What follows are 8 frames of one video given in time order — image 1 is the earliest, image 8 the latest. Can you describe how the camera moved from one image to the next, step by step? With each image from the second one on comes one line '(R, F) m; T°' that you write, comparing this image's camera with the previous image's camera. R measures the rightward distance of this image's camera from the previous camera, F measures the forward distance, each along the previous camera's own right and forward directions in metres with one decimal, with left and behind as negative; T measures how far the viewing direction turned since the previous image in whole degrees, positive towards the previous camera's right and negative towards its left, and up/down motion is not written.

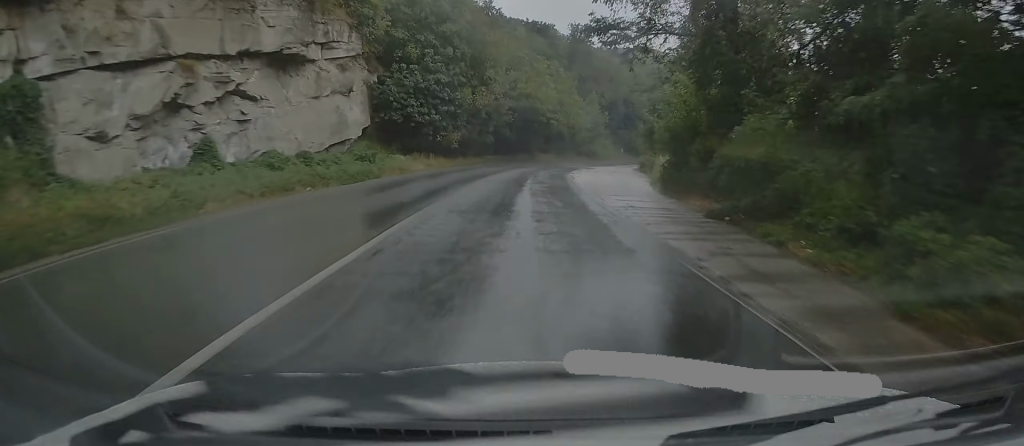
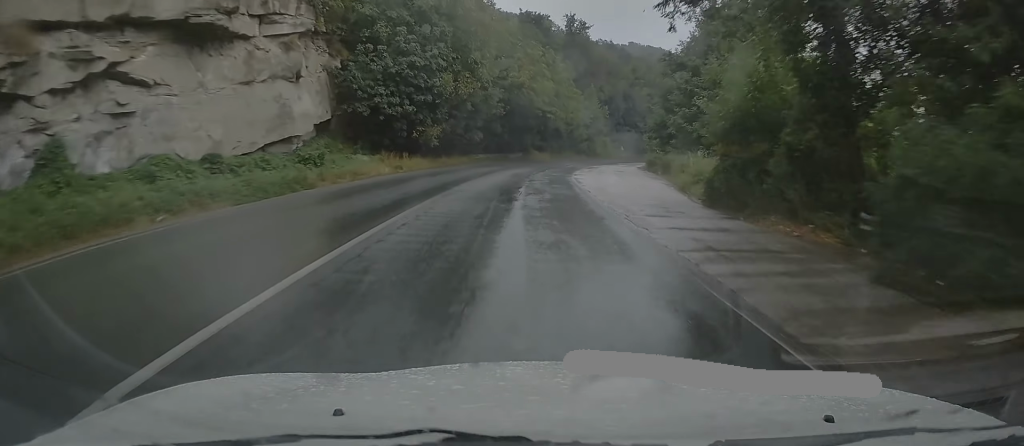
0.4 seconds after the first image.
(0.0, +9.6) m; 0°
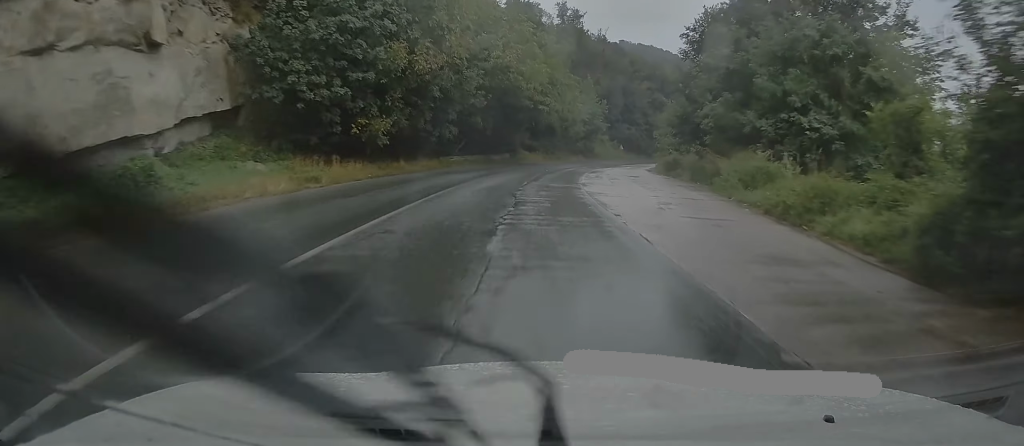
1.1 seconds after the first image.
(0.0, +14.0) m; +1°
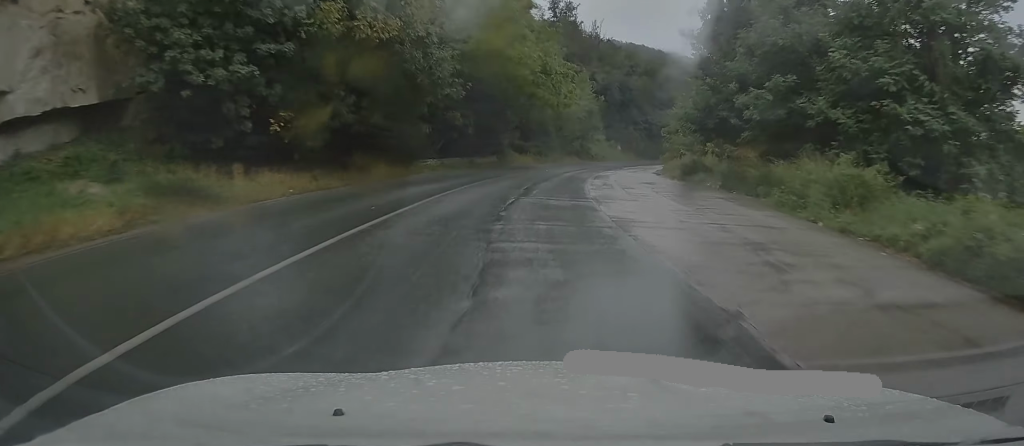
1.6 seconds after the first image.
(+0.1, +9.5) m; +1°
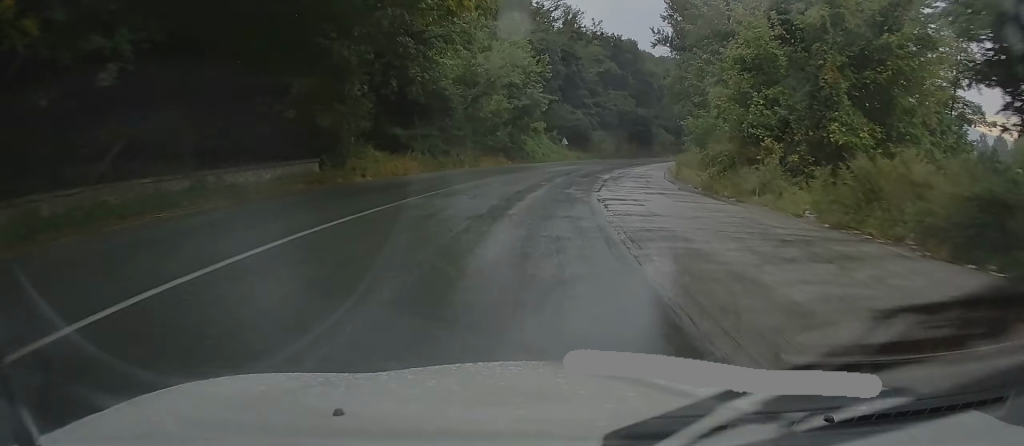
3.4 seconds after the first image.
(+1.7, +35.3) m; +8°
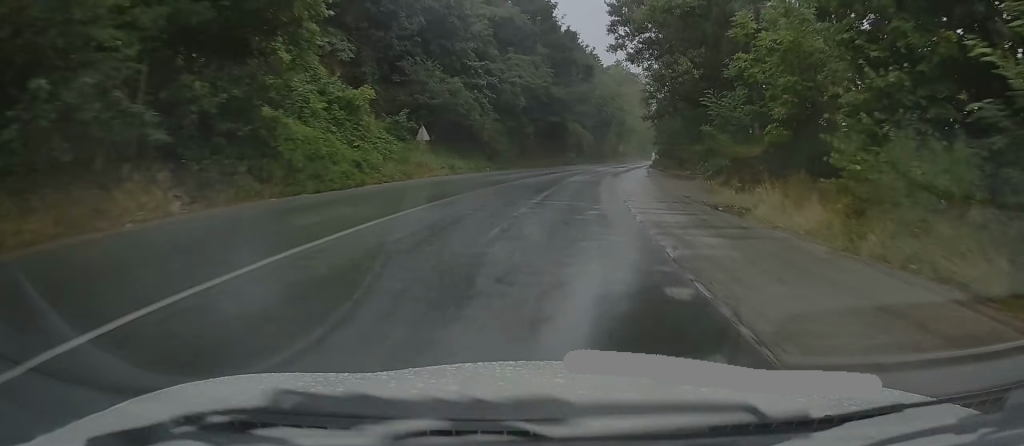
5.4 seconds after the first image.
(+3.6, +37.3) m; +11°
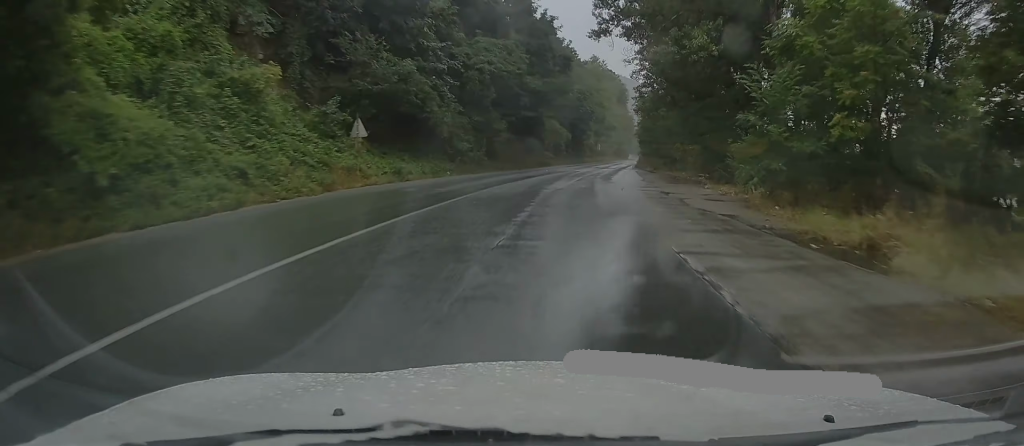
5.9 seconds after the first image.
(+0.4, +8.0) m; +2°
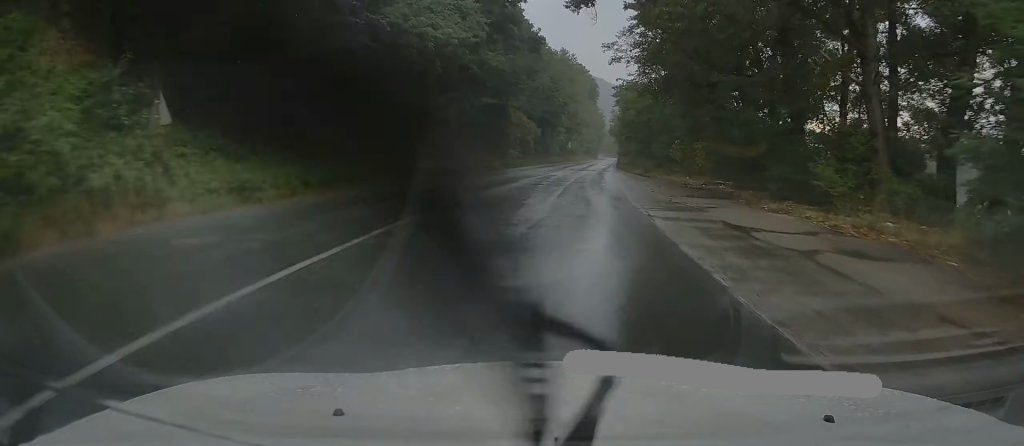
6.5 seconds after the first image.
(+0.4, +12.2) m; +3°
